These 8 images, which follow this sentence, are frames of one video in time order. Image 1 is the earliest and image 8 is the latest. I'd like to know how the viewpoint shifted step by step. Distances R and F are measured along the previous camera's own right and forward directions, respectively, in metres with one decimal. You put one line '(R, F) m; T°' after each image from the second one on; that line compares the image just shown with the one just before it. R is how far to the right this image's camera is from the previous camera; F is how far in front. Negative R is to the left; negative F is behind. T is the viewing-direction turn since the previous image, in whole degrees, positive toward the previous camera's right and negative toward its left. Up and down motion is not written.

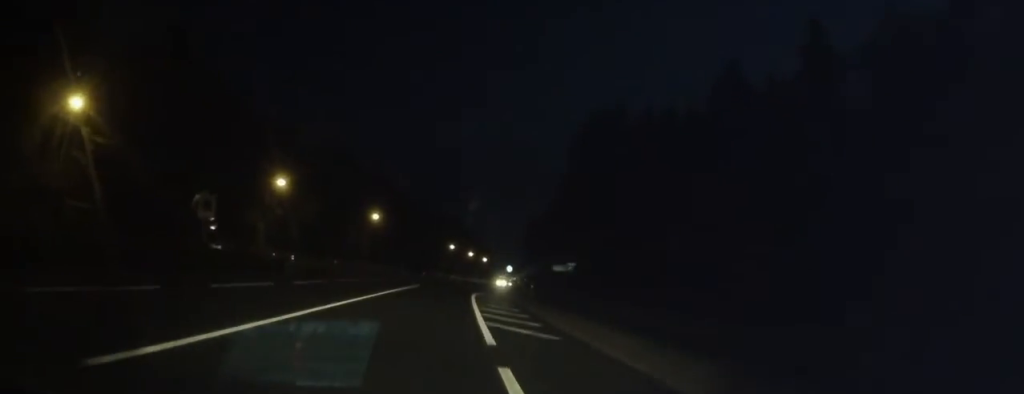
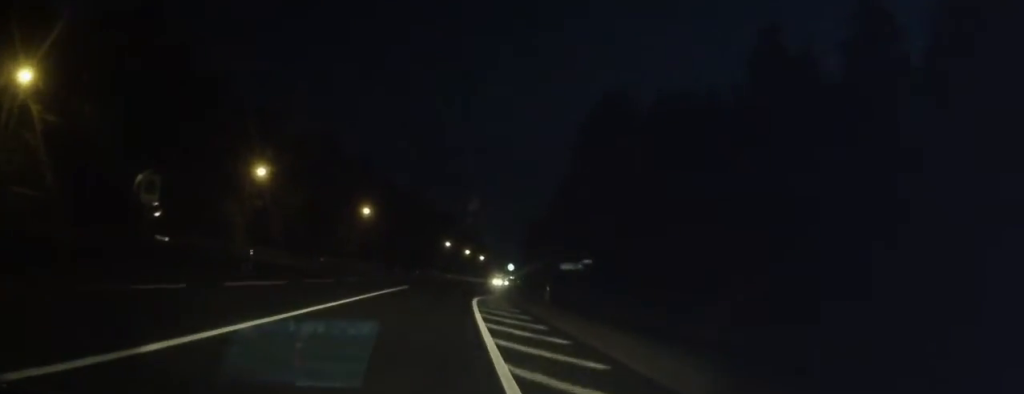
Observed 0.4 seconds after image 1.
(0.0, +7.6) m; 0°
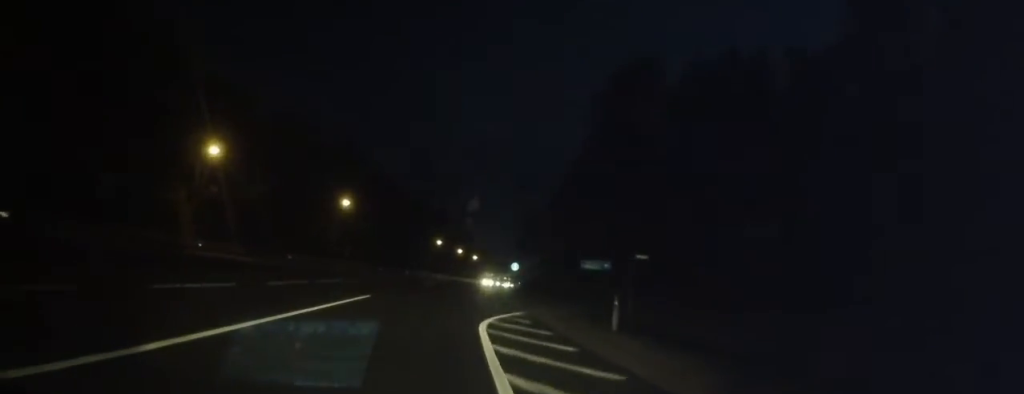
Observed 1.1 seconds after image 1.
(0.0, +13.9) m; +1°
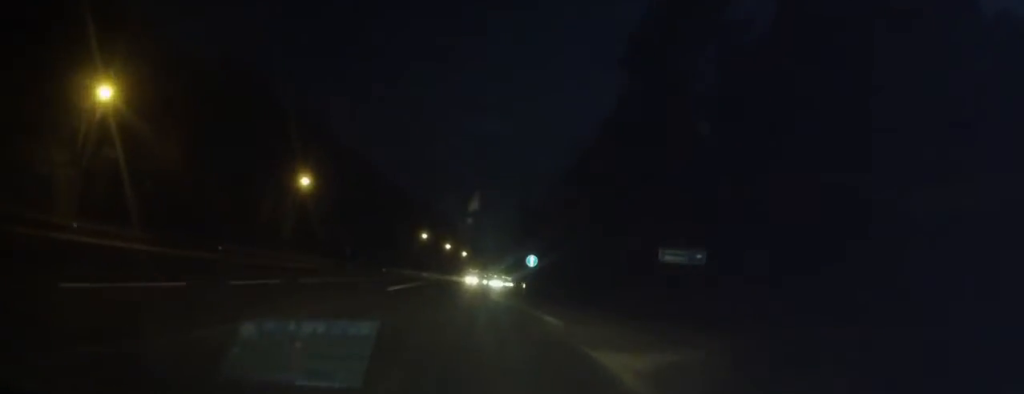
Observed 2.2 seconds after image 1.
(+0.3, +20.8) m; +1°
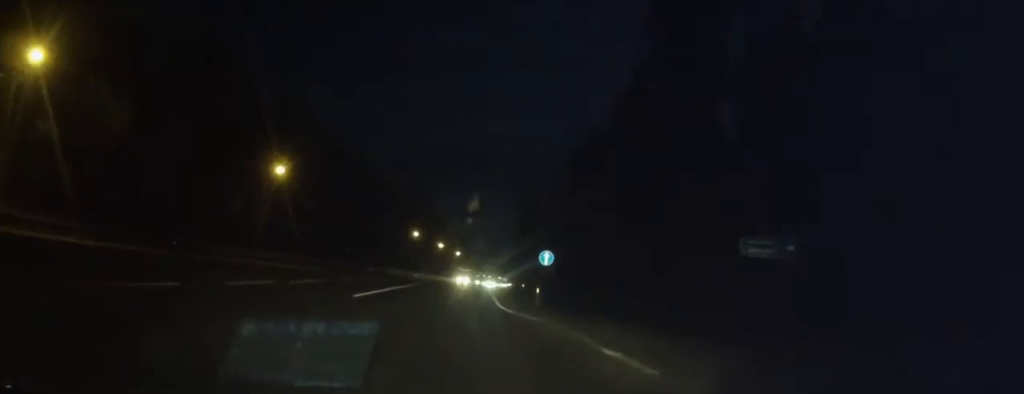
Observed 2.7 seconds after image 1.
(0.0, +8.8) m; 0°
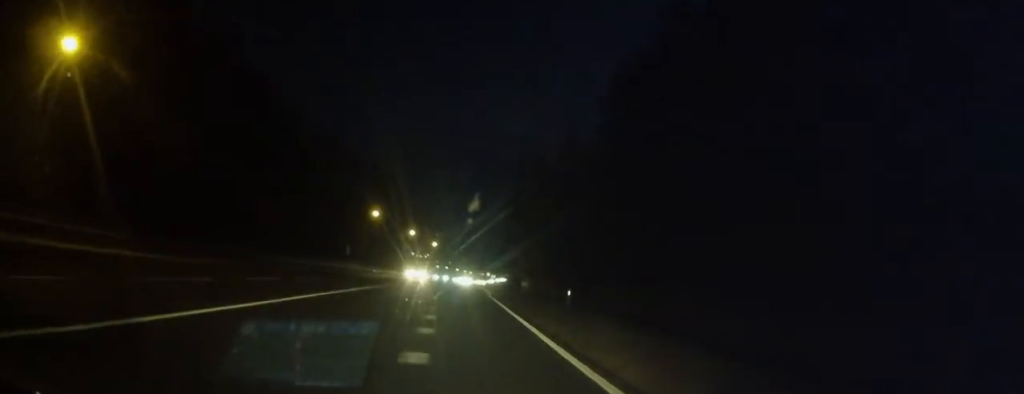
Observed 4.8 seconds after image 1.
(+1.1, +39.5) m; +3°
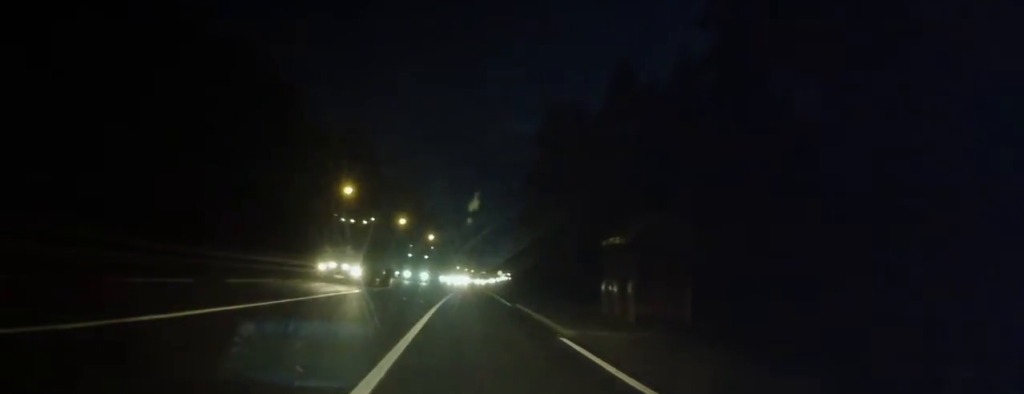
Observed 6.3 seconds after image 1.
(+0.1, +28.5) m; 0°
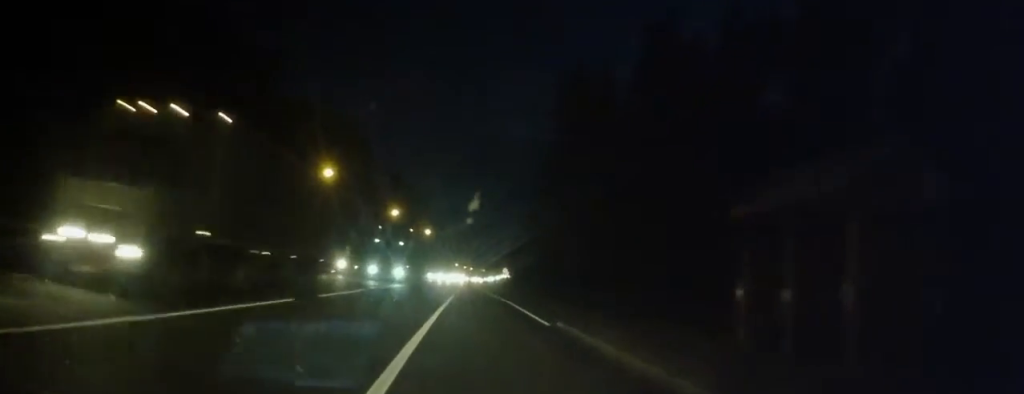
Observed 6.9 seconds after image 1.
(0.0, +12.2) m; 0°
